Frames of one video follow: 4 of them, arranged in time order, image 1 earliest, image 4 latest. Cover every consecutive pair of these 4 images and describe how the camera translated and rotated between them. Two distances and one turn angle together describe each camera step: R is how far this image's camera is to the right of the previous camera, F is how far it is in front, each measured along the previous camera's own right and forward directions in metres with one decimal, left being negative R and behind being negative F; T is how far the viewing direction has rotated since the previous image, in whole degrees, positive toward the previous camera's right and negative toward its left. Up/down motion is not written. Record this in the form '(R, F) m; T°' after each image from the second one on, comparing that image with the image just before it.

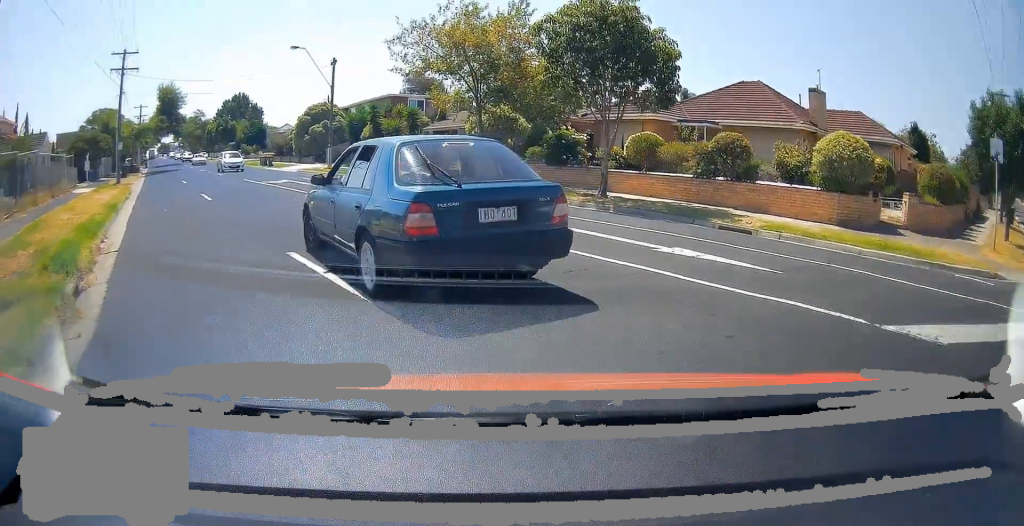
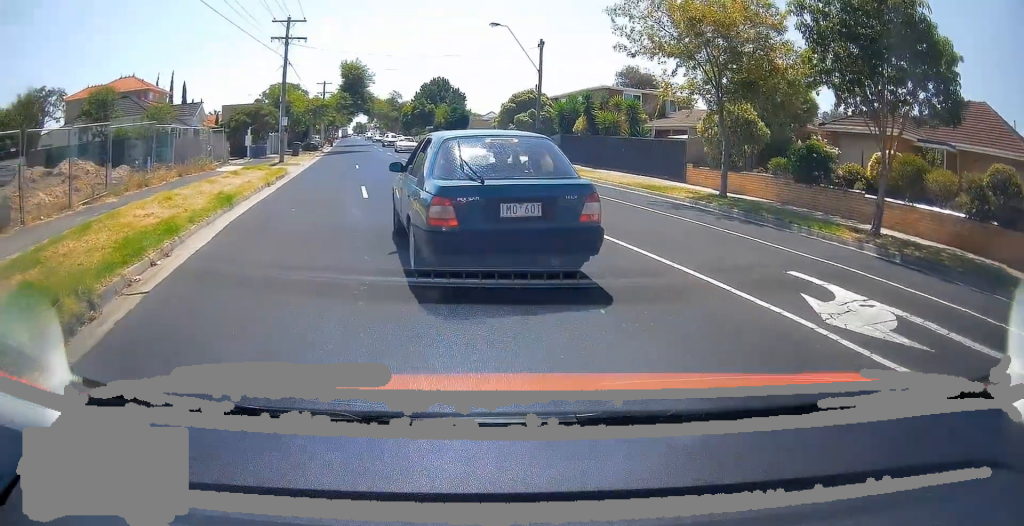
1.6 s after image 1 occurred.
(-1.1, +5.8) m; -26°
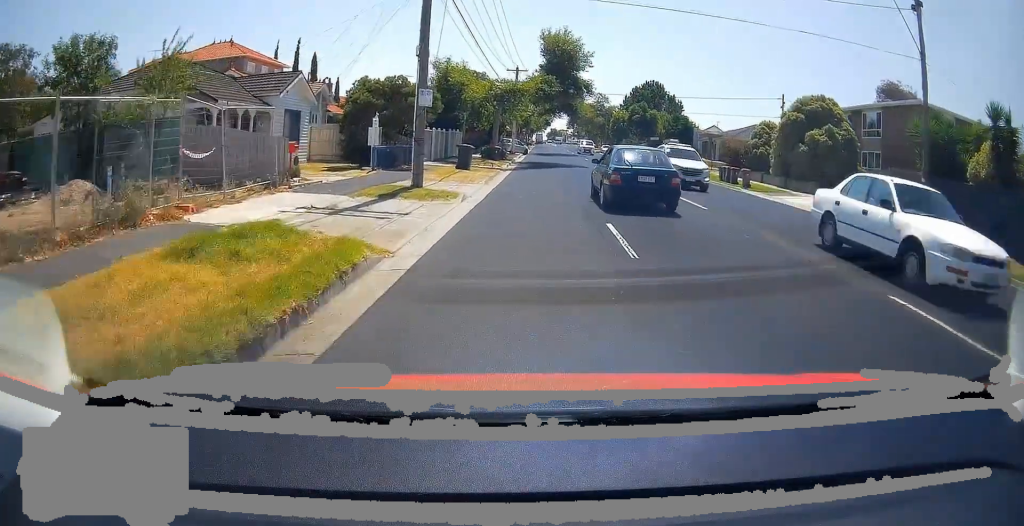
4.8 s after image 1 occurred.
(-6.7, +12.1) m; -36°
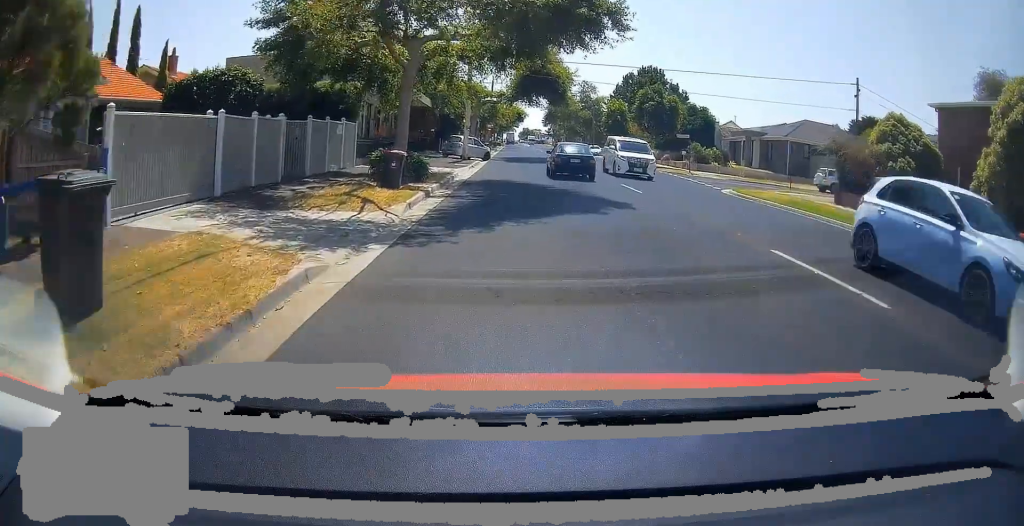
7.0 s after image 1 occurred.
(+0.8, +19.7) m; +3°
